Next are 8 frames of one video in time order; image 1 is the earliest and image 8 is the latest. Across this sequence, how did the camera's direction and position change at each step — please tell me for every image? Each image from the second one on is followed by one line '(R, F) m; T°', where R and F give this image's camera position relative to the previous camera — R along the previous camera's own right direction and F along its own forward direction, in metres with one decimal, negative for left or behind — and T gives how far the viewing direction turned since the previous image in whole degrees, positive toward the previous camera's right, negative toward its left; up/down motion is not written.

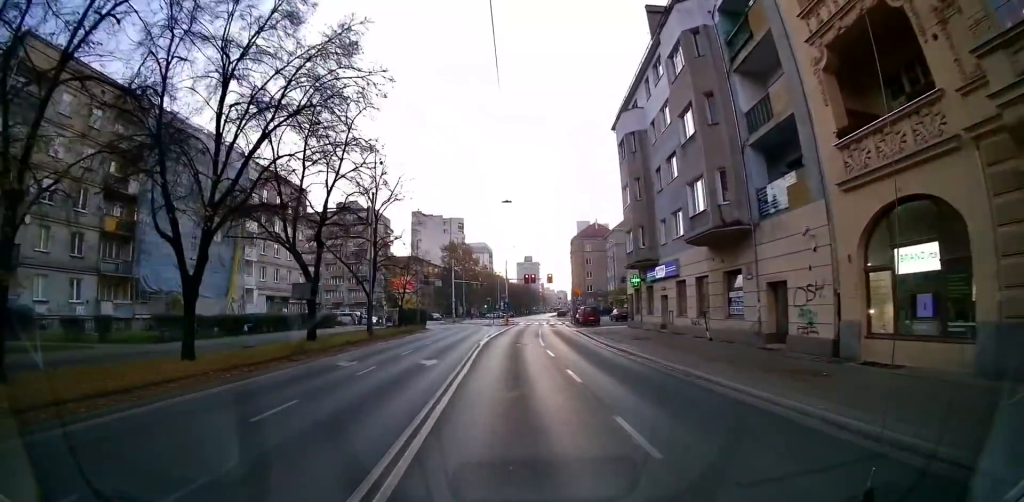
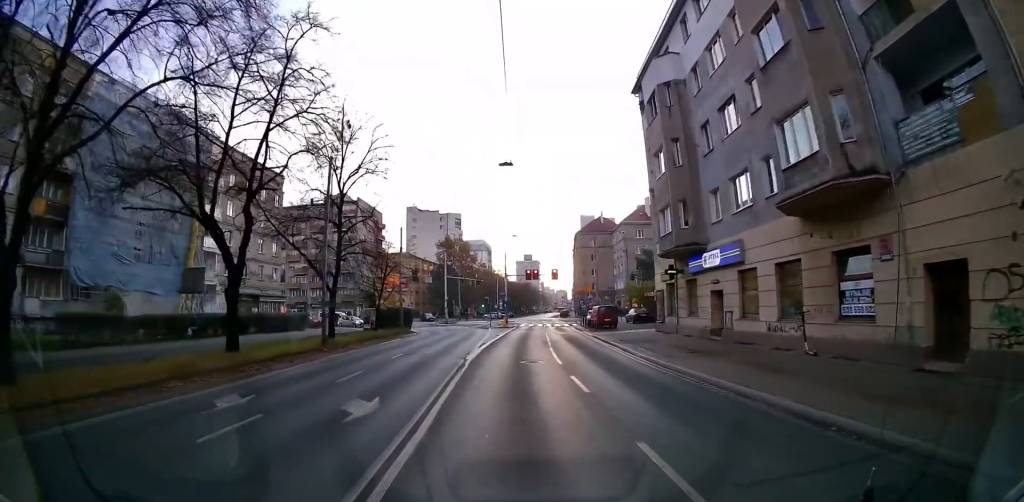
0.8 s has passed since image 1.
(+0.1, +7.5) m; 0°
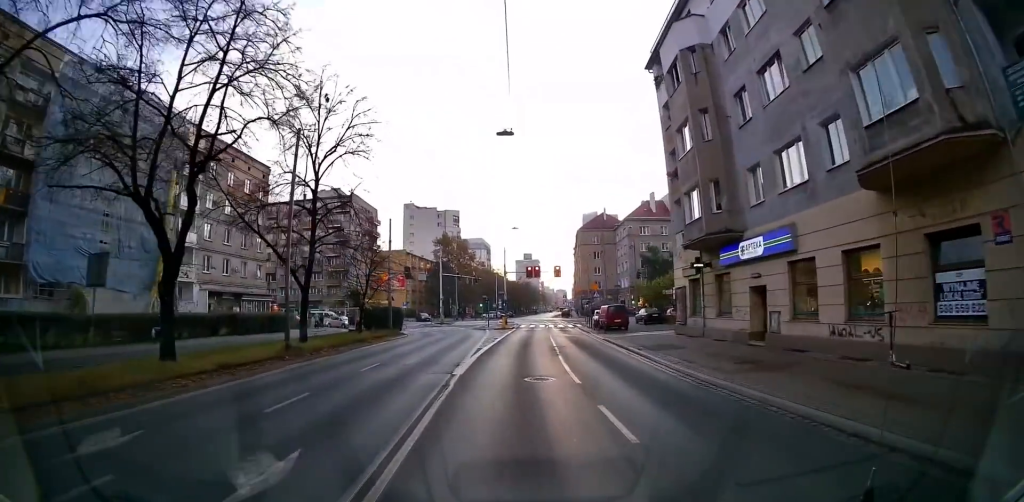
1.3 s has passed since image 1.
(-0.1, +3.7) m; 0°
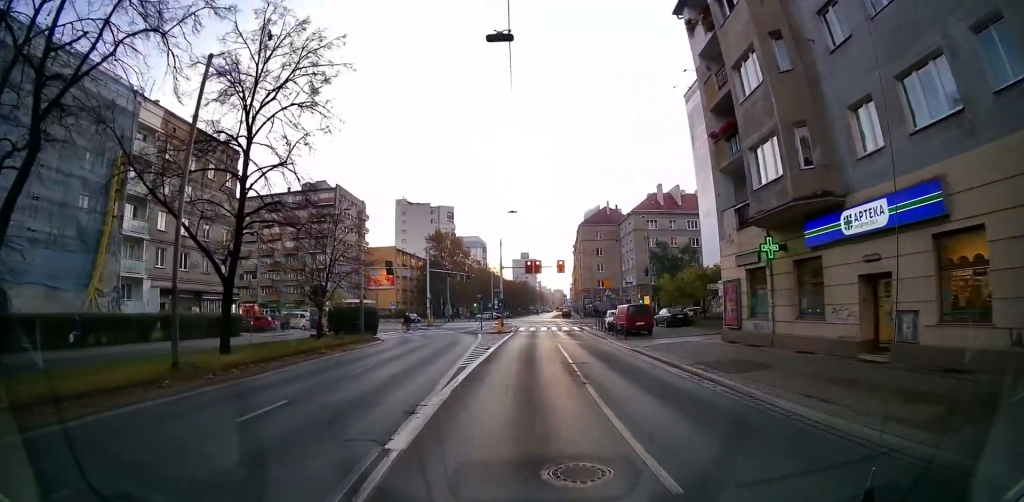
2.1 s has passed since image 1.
(0.0, +7.0) m; 0°
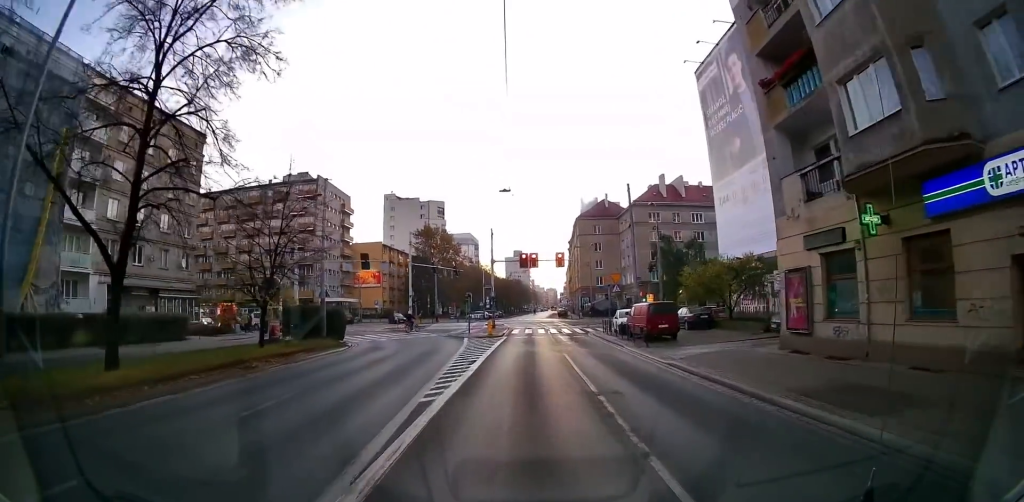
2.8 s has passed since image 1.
(+0.1, +5.1) m; +1°
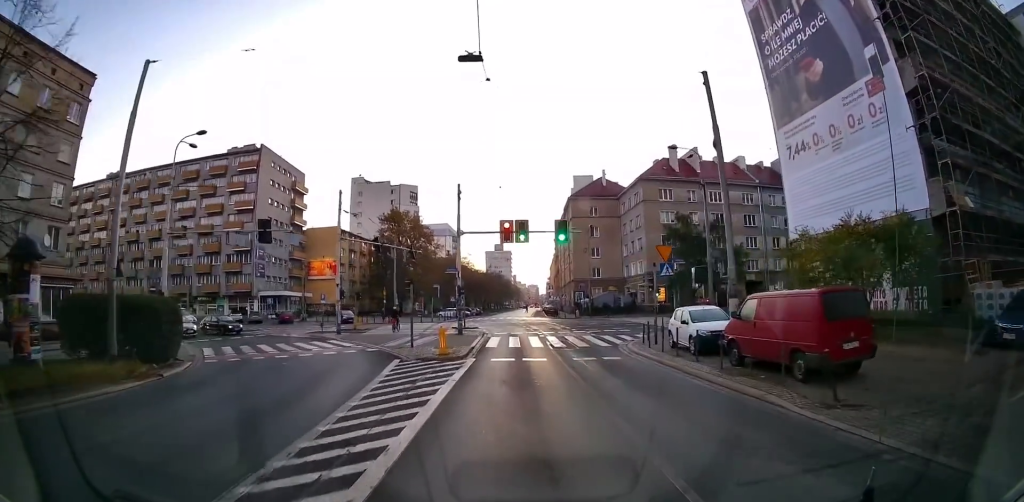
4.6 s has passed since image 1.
(+0.3, +14.2) m; +4°
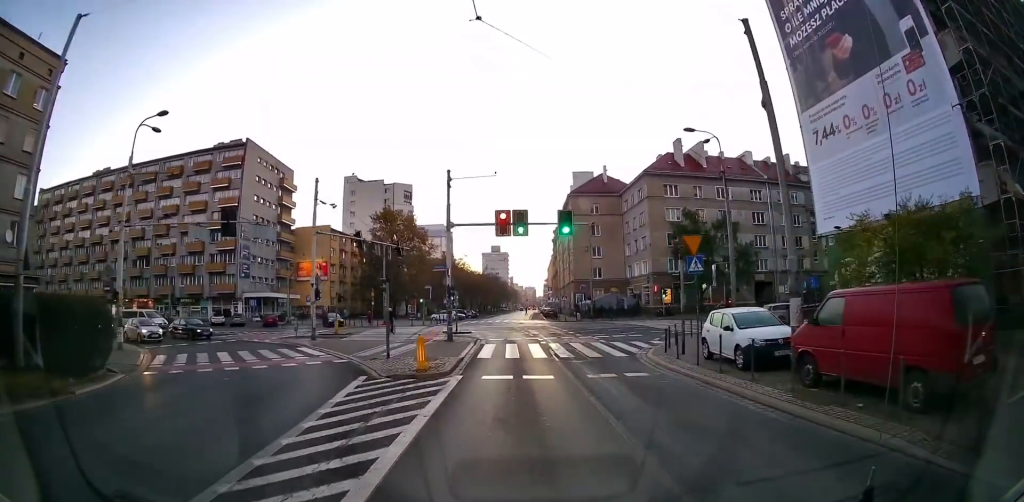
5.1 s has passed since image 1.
(+0.1, +3.8) m; +1°
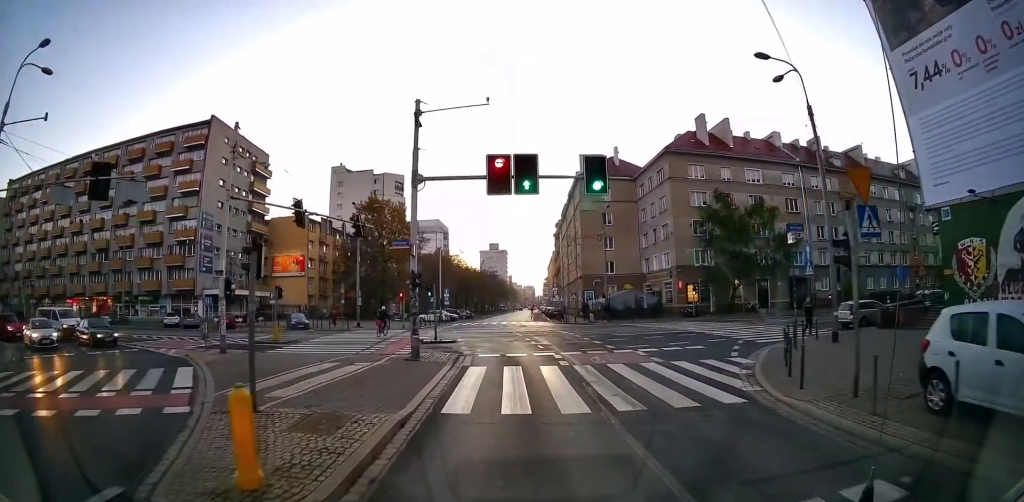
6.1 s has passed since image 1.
(+0.2, +8.5) m; 0°
